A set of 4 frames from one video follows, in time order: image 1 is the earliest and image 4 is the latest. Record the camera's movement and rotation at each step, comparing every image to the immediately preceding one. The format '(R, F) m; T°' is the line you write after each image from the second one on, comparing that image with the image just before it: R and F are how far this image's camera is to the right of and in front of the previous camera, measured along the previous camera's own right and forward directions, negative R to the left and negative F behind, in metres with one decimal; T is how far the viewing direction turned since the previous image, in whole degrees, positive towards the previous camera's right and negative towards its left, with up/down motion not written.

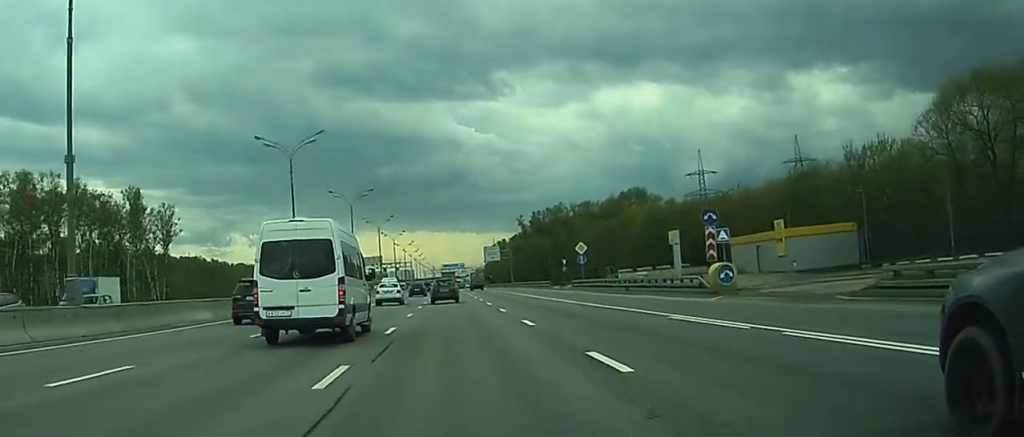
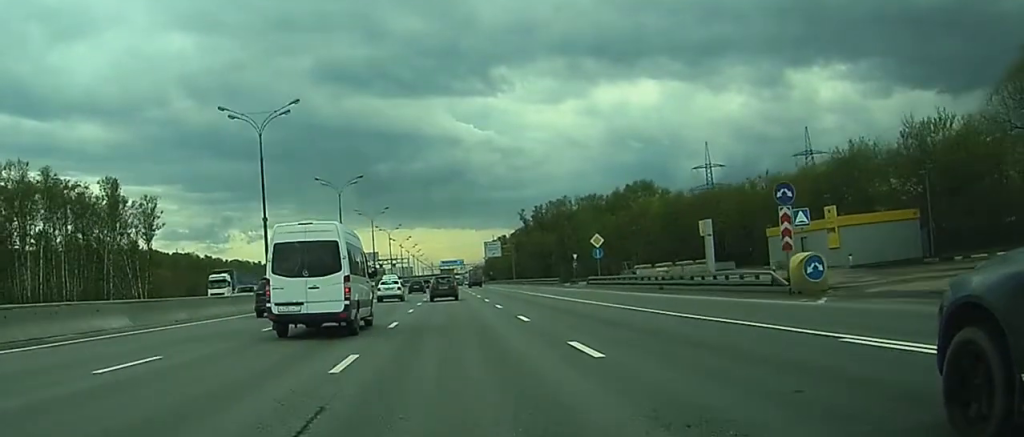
(-0.1, +10.3) m; 0°
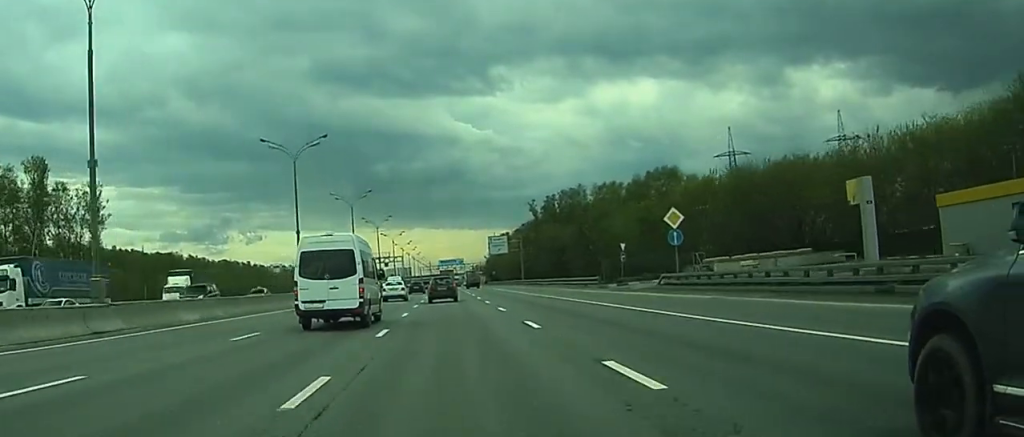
(-0.2, +27.2) m; 0°
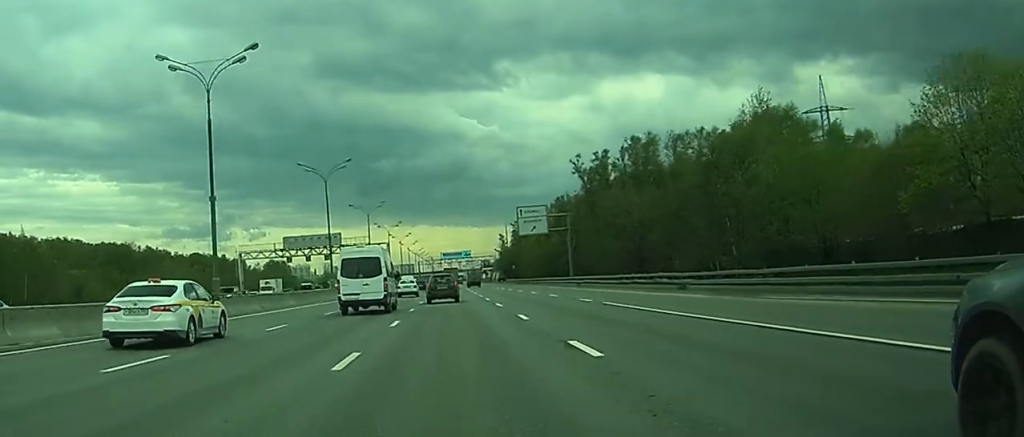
(+1.2, +67.7) m; +2°
